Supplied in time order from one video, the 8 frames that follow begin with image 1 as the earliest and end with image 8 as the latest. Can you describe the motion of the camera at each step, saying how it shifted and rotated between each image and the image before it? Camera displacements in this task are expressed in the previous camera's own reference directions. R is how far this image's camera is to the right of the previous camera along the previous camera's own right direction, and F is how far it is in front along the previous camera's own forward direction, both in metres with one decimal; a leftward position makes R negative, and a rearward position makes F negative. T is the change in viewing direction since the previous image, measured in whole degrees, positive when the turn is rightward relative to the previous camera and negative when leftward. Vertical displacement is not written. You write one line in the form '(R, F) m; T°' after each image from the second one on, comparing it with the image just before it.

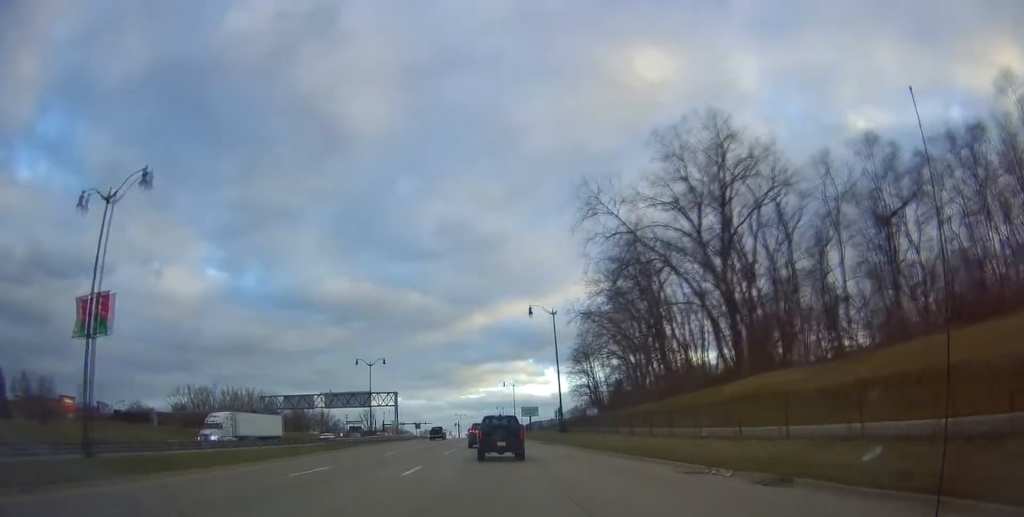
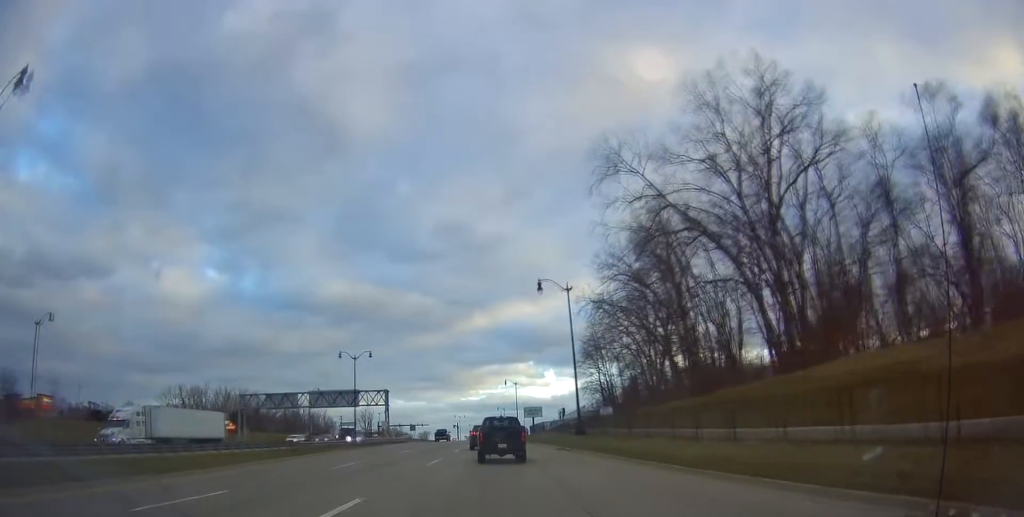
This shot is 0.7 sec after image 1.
(+0.2, +9.0) m; +1°
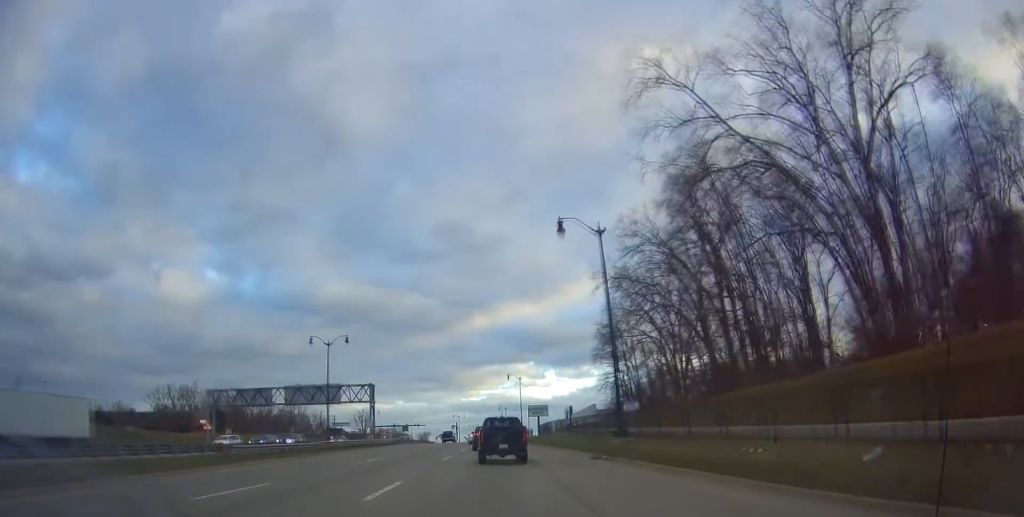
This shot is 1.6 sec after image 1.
(-0.1, +11.6) m; -1°
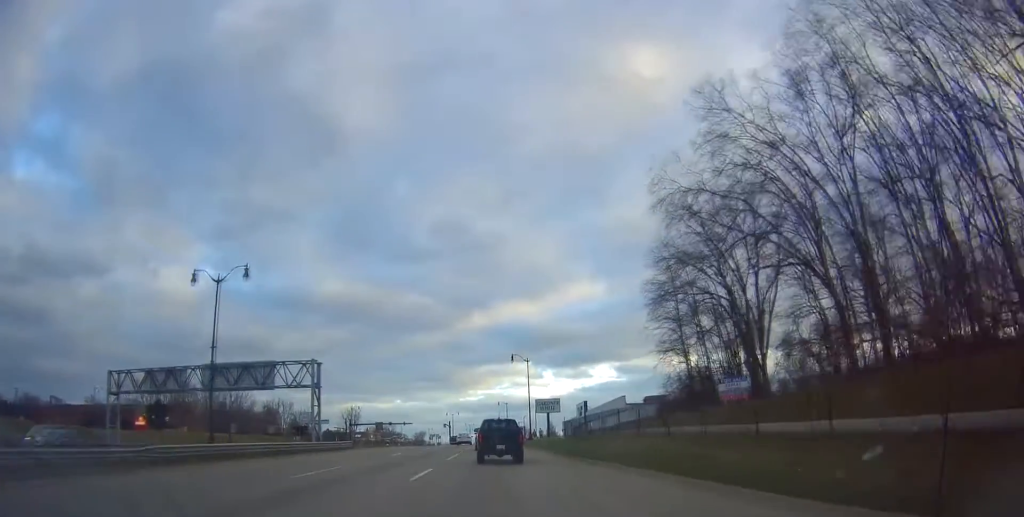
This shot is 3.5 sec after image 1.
(+0.2, +23.7) m; +2°
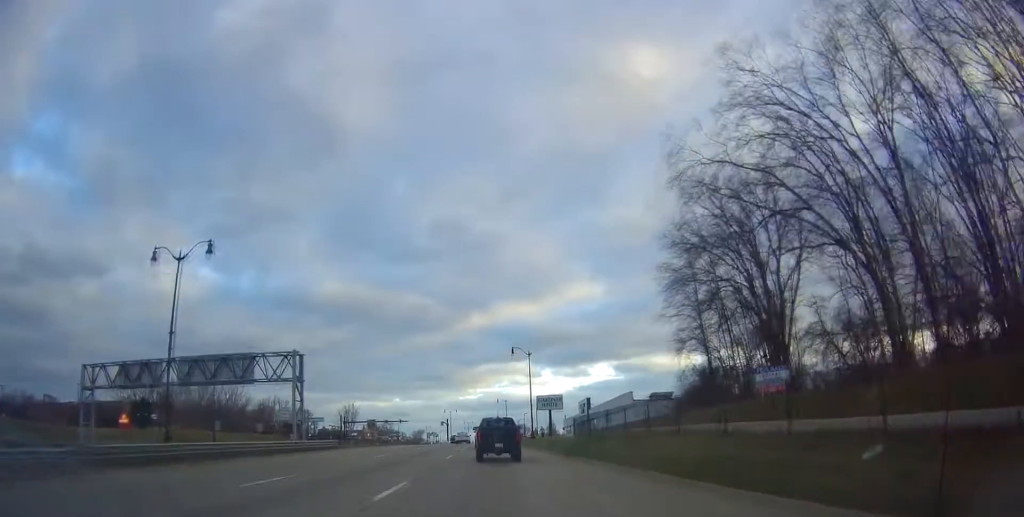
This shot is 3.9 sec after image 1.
(0.0, +4.7) m; 0°
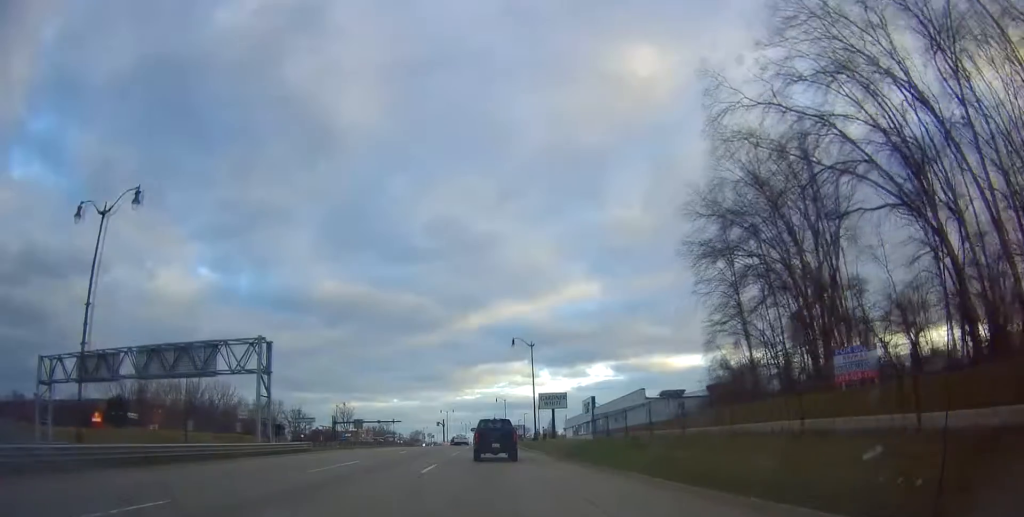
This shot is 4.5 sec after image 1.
(0.0, +6.9) m; 0°
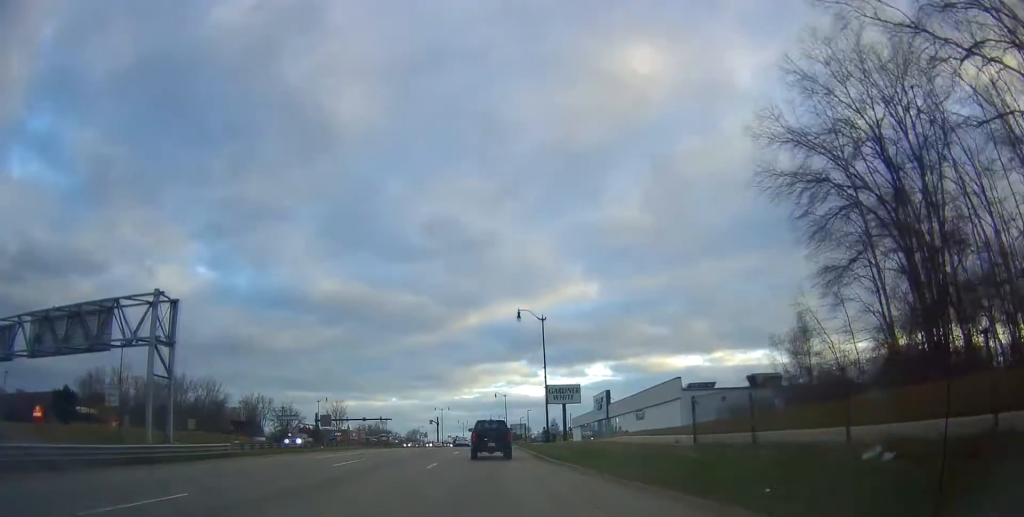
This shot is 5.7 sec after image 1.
(0.0, +13.2) m; 0°
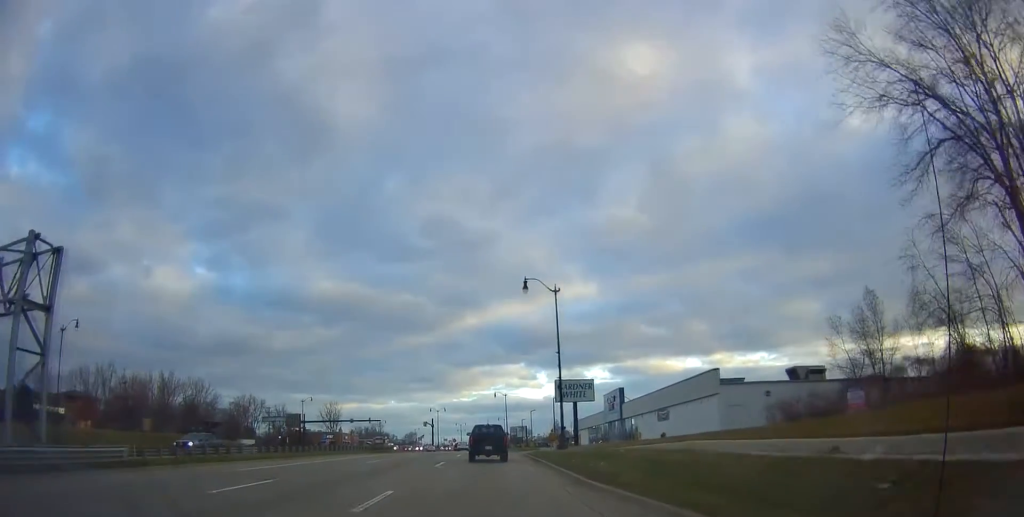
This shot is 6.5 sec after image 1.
(0.0, +9.6) m; 0°
